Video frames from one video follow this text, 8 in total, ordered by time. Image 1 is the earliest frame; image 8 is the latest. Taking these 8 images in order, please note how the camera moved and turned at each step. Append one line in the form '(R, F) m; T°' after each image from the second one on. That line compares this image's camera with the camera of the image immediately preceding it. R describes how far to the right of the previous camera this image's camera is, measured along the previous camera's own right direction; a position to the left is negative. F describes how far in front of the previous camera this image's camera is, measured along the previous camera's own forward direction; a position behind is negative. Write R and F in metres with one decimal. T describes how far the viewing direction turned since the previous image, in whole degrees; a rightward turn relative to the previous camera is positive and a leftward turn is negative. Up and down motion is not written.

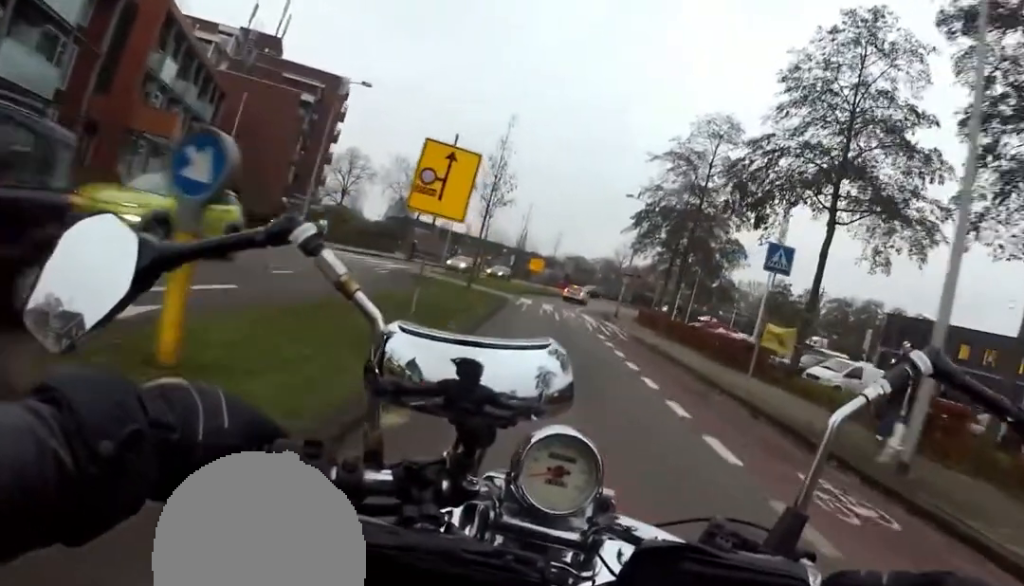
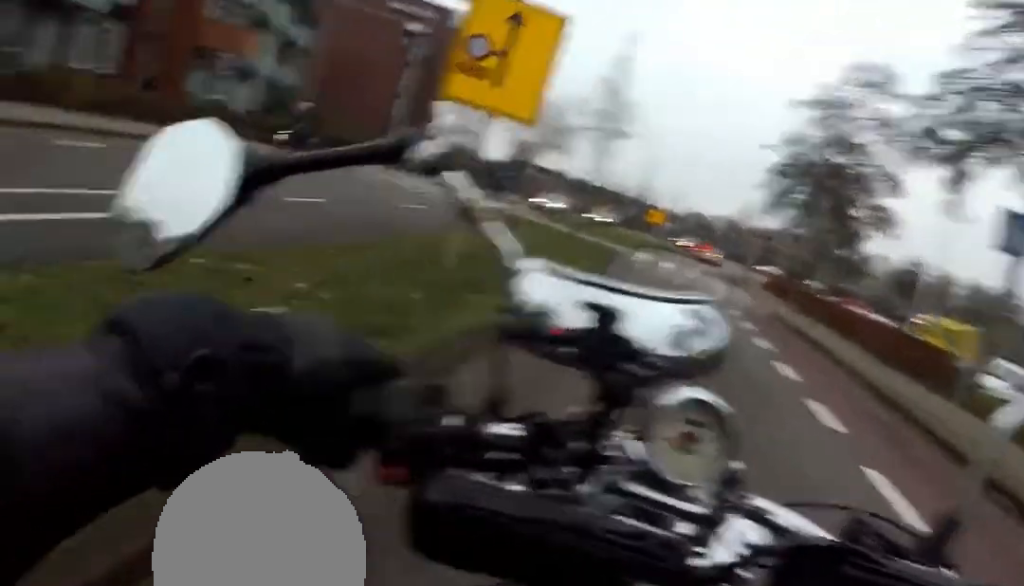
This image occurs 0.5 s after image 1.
(-0.7, +3.4) m; -1°
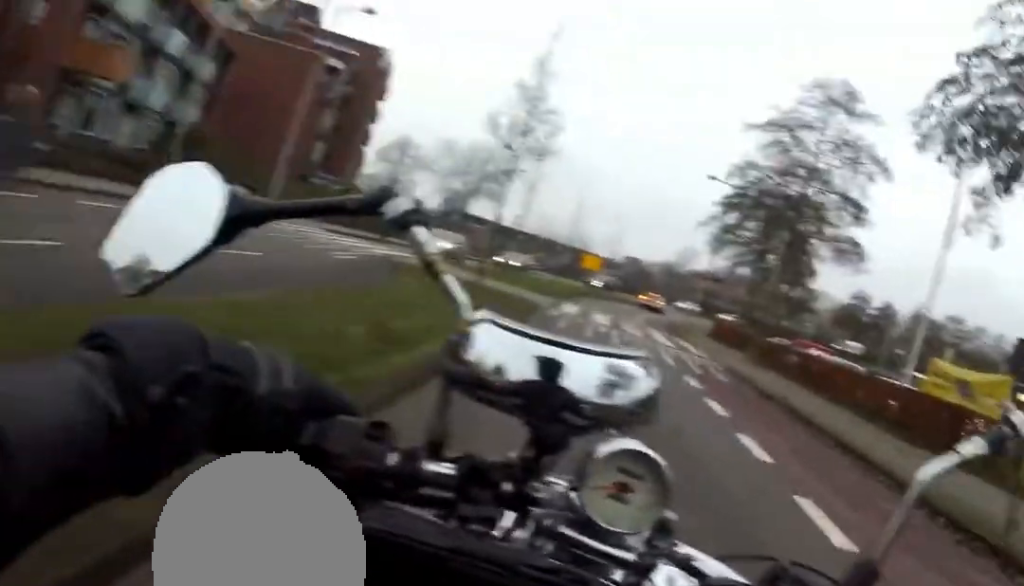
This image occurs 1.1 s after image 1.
(-0.3, +4.0) m; -1°
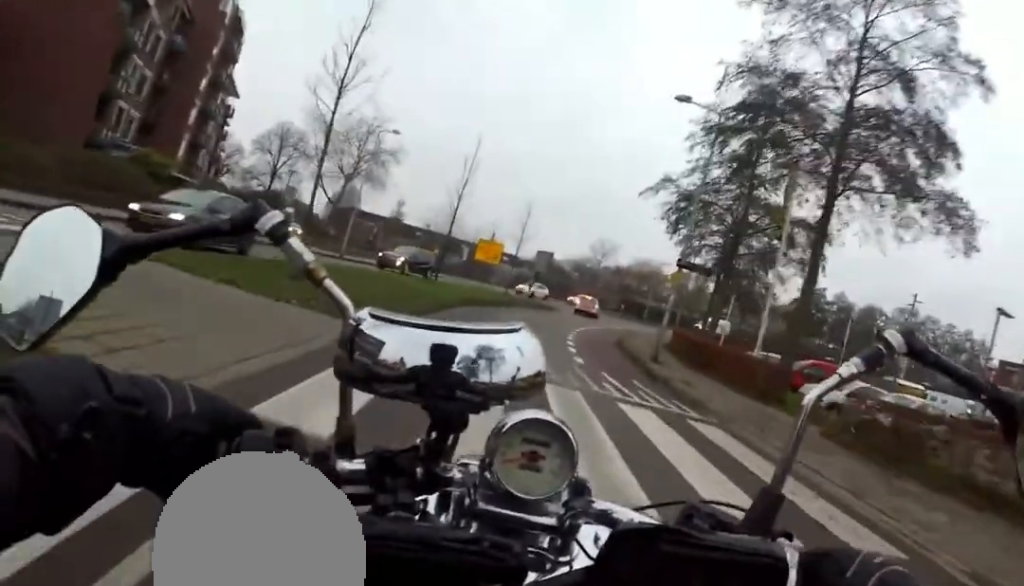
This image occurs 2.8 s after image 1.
(-0.6, +12.8) m; -1°
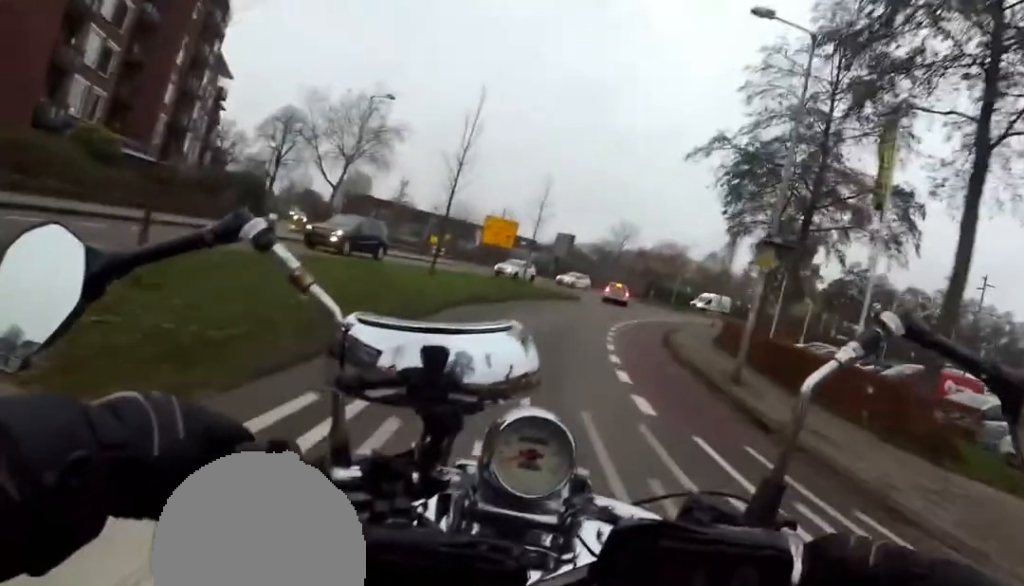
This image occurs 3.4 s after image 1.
(+0.6, +4.9) m; +1°
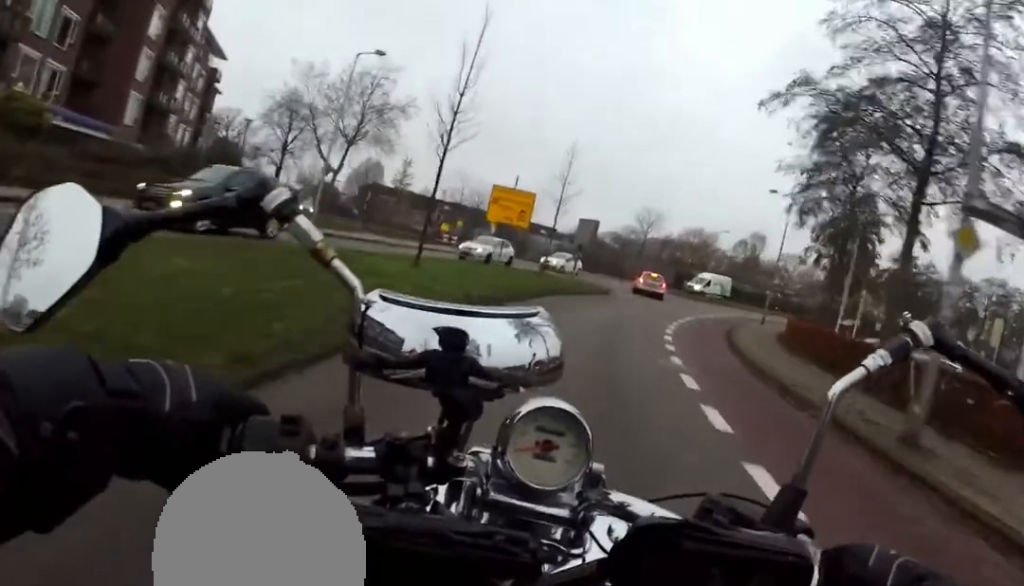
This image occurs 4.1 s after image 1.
(+0.6, +4.8) m; 0°
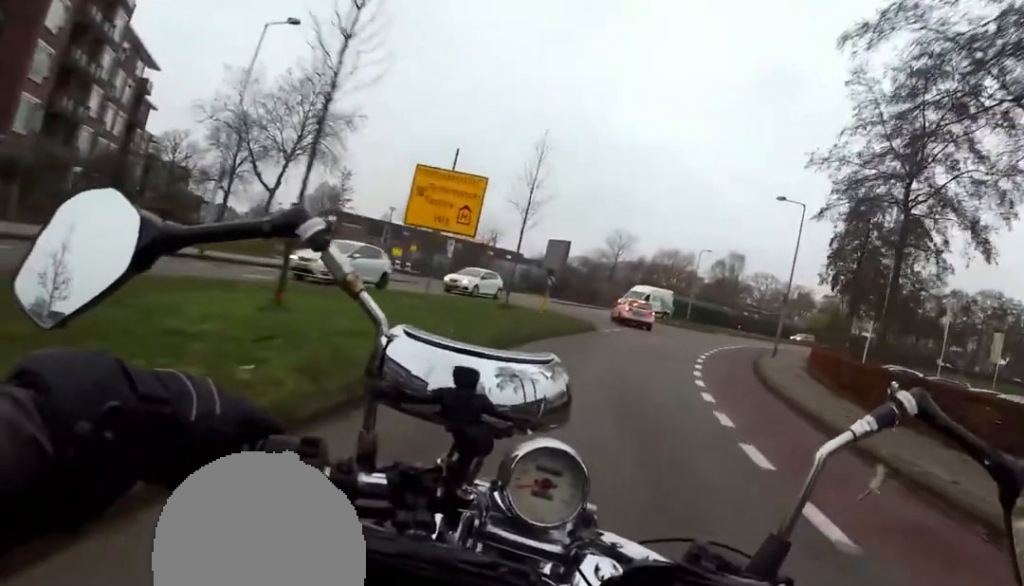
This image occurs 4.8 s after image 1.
(-1.1, +5.4) m; -1°
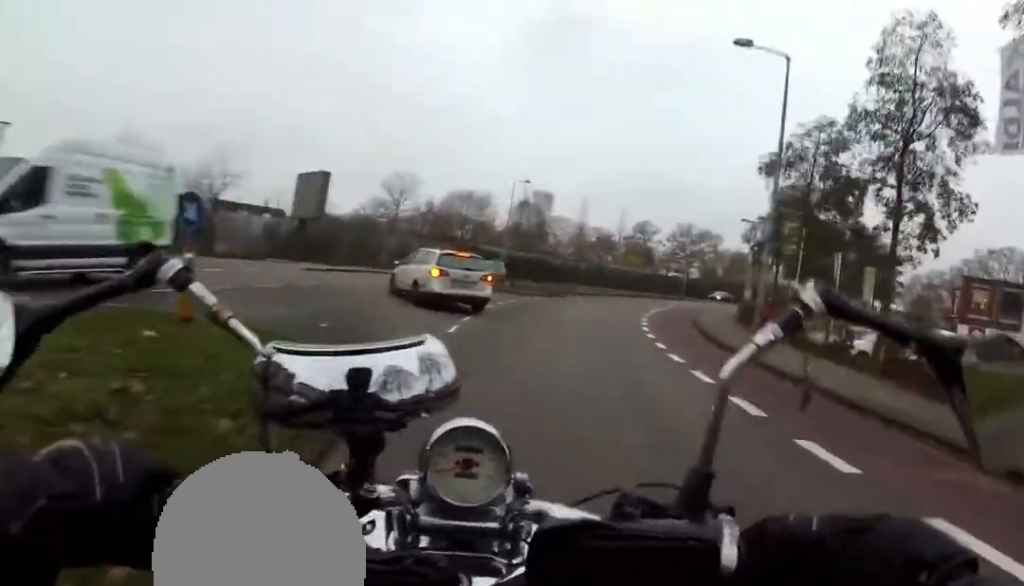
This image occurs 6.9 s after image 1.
(+2.6, +13.1) m; +12°
